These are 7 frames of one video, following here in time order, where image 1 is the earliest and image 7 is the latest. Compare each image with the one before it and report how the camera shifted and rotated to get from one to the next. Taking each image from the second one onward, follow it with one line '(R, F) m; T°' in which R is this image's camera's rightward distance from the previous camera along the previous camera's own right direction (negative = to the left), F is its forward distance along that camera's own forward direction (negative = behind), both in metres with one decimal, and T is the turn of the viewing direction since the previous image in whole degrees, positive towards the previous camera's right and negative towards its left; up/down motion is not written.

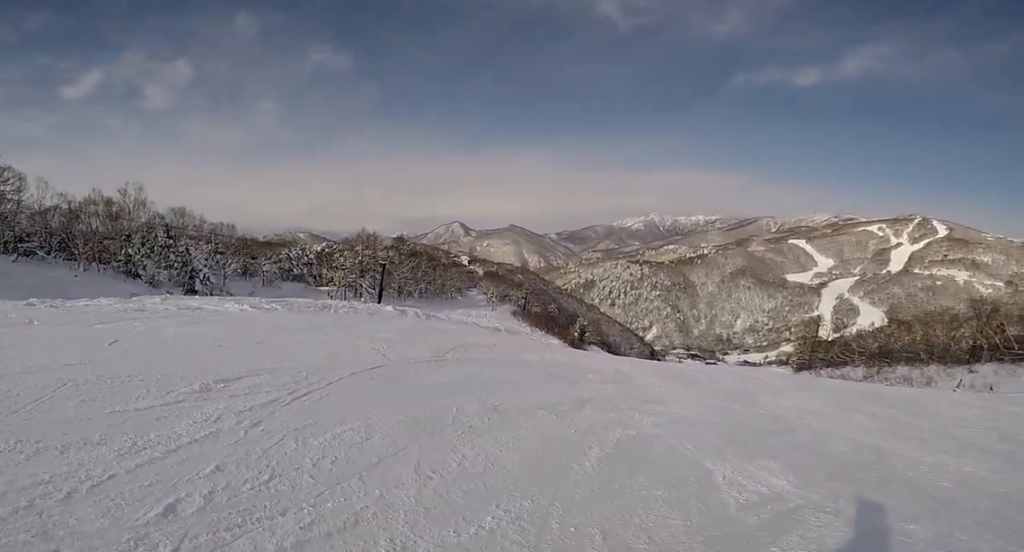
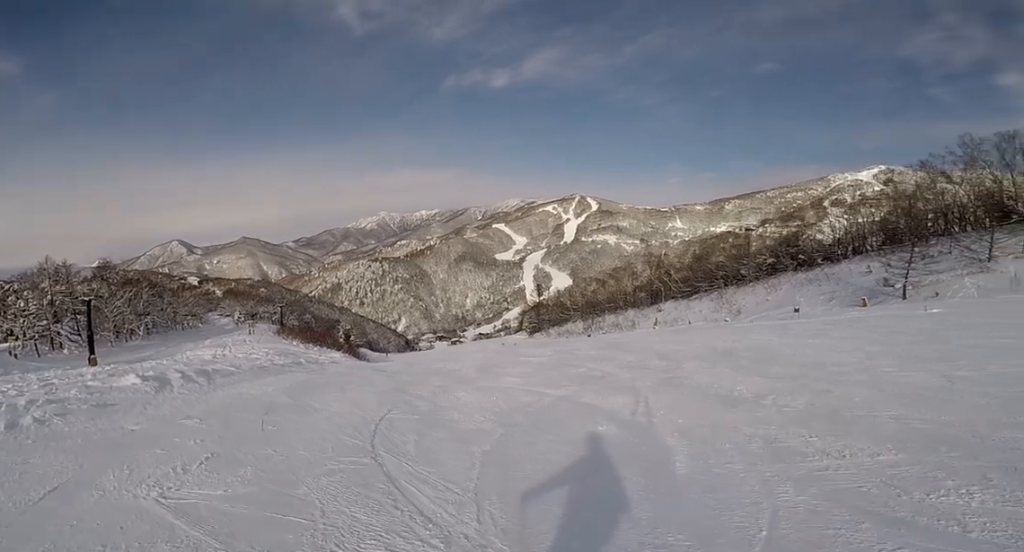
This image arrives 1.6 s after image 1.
(+0.1, +7.4) m; +24°
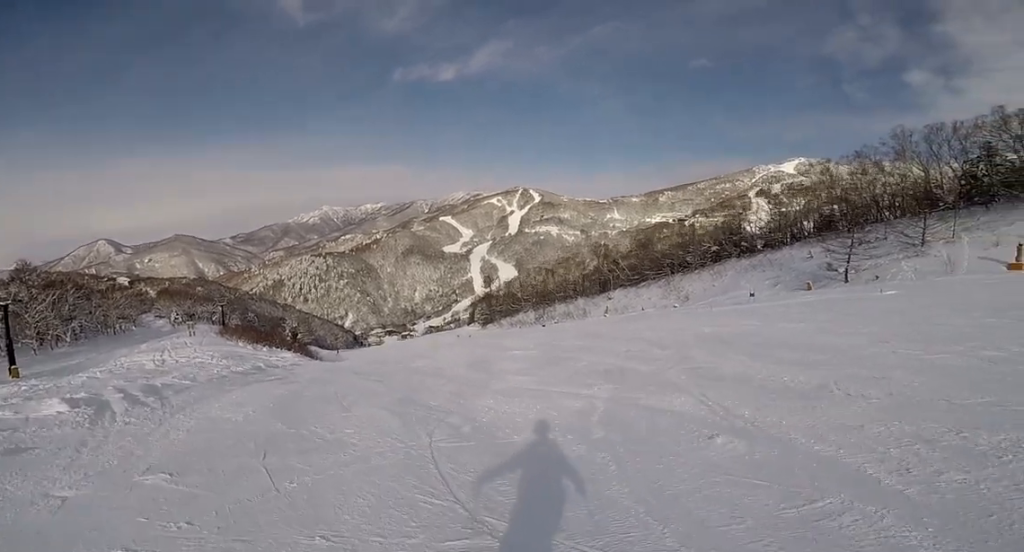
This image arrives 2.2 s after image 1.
(+0.7, +2.5) m; +13°
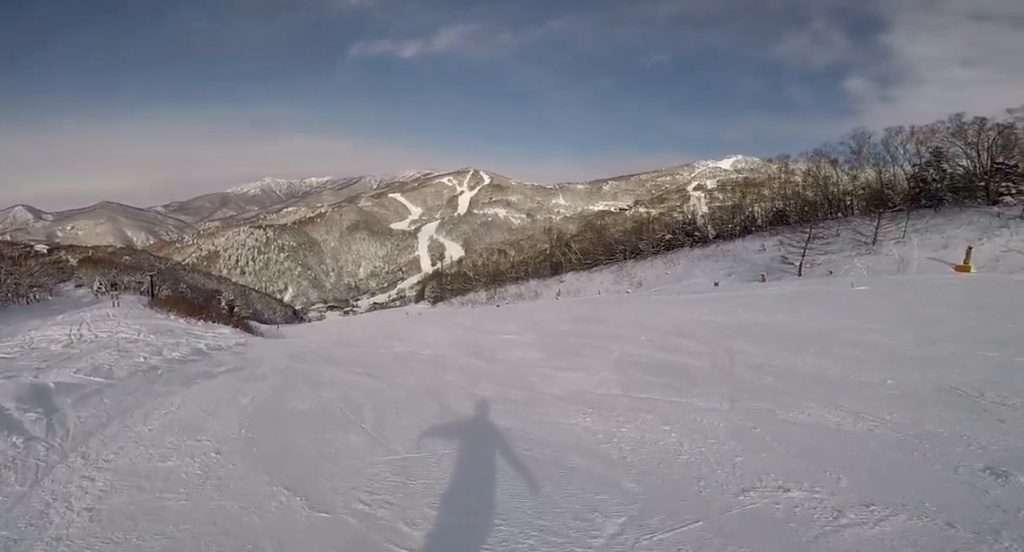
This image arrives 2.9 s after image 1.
(+0.5, +3.7) m; +16°
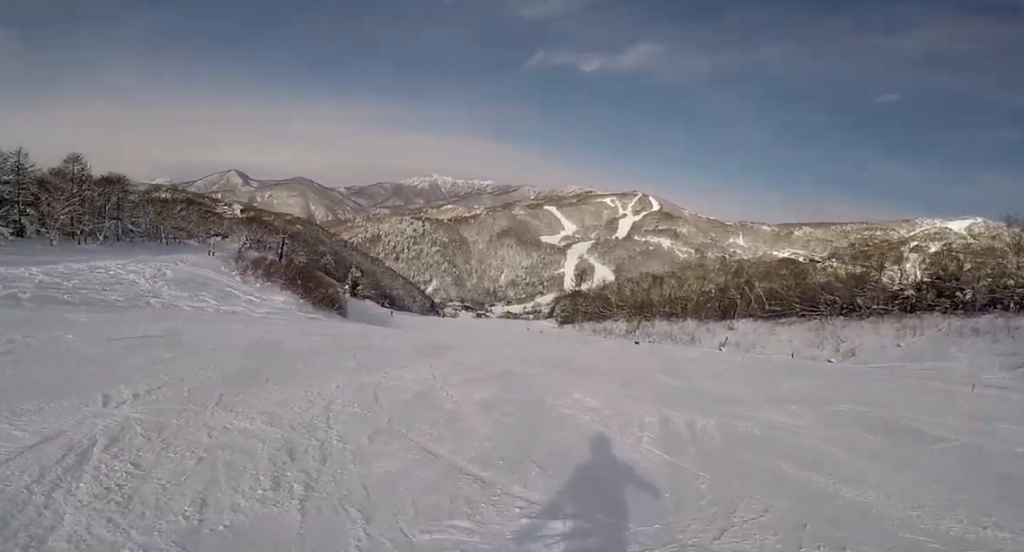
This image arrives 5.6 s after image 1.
(+1.6, +15.1) m; -20°
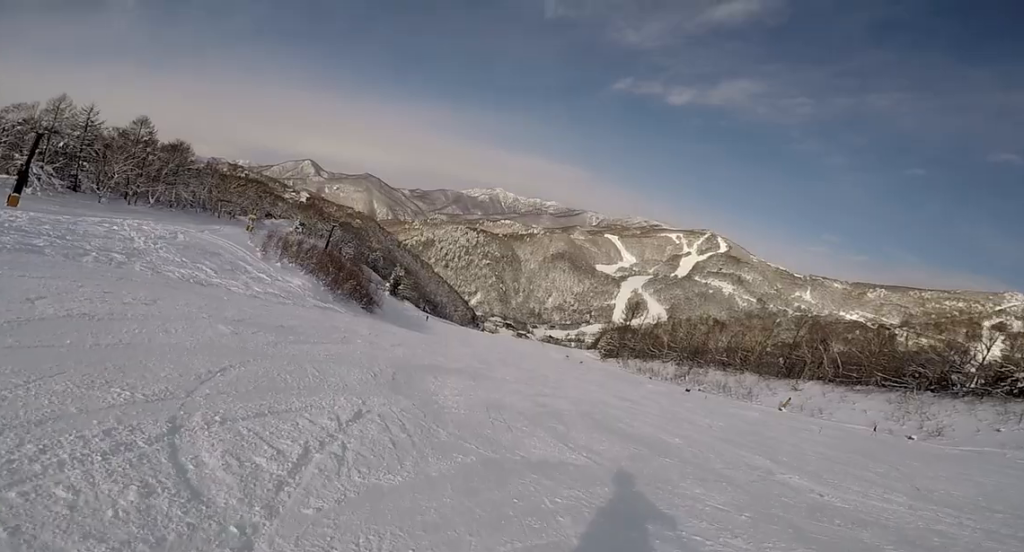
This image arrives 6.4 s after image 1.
(-0.9, +5.3) m; -16°
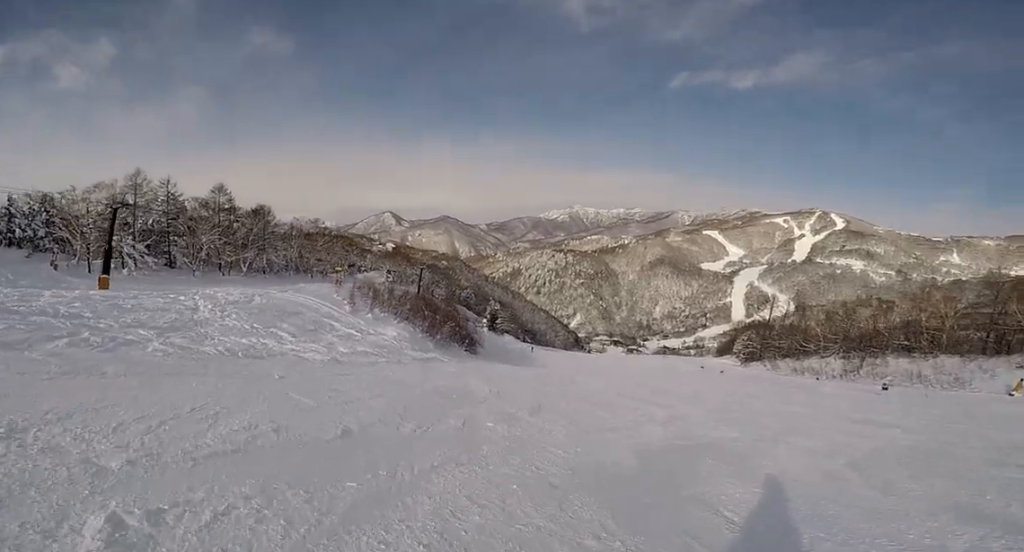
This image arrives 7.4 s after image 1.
(-0.8, +6.6) m; +2°
